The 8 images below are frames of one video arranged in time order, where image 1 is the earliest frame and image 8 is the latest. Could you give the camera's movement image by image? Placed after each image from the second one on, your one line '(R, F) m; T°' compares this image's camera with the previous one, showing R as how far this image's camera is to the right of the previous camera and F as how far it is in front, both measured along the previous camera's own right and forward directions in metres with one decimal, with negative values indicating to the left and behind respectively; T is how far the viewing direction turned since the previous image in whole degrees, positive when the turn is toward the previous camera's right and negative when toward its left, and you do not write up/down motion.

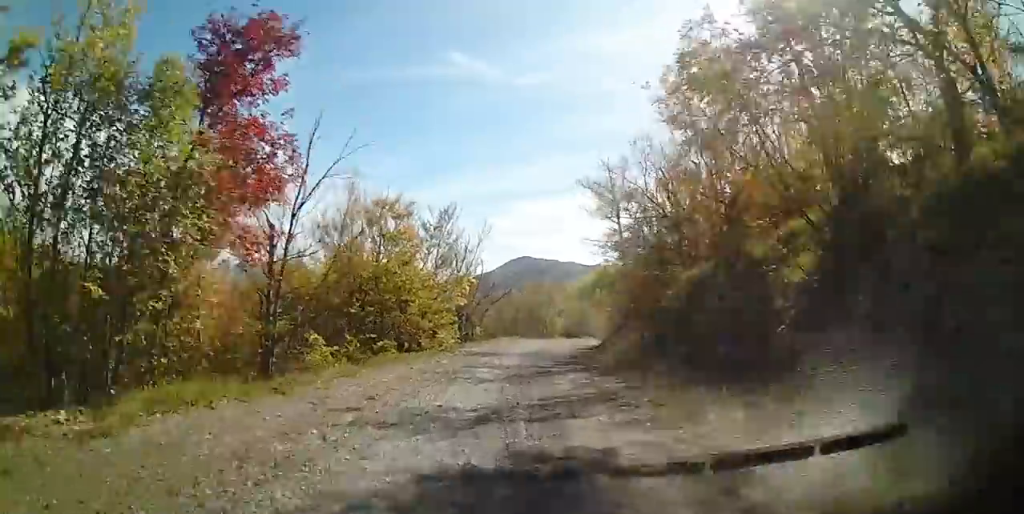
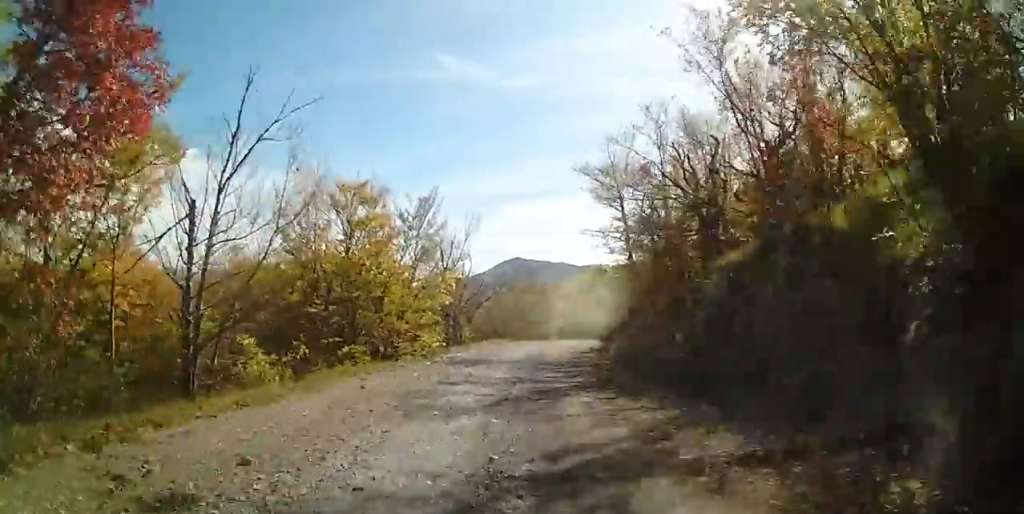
(-0.1, +3.9) m; +1°
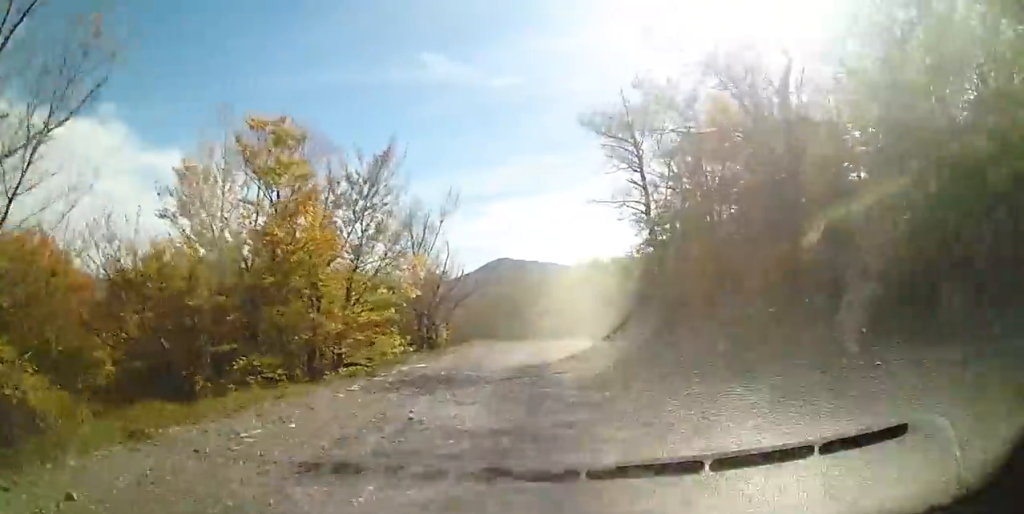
(+0.3, +6.7) m; +4°
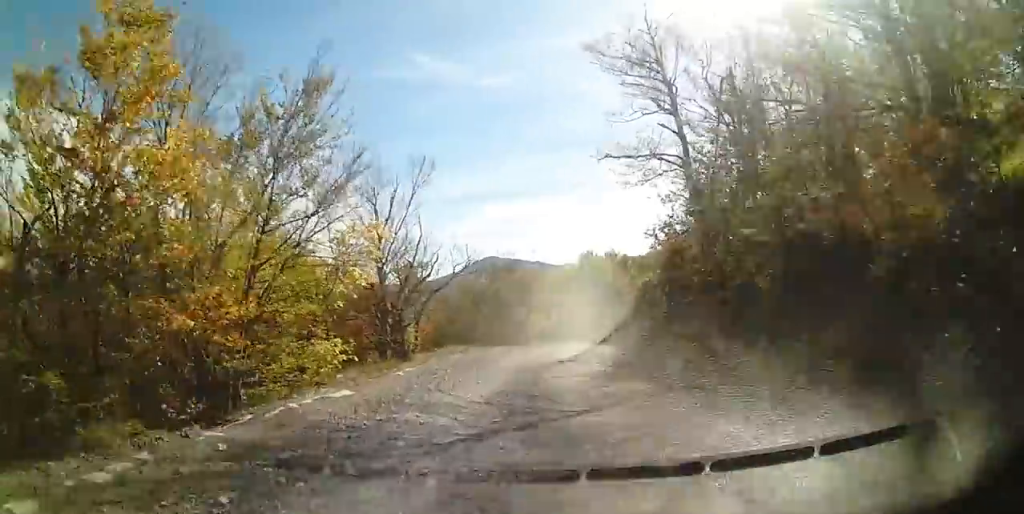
(+0.2, +6.0) m; +1°
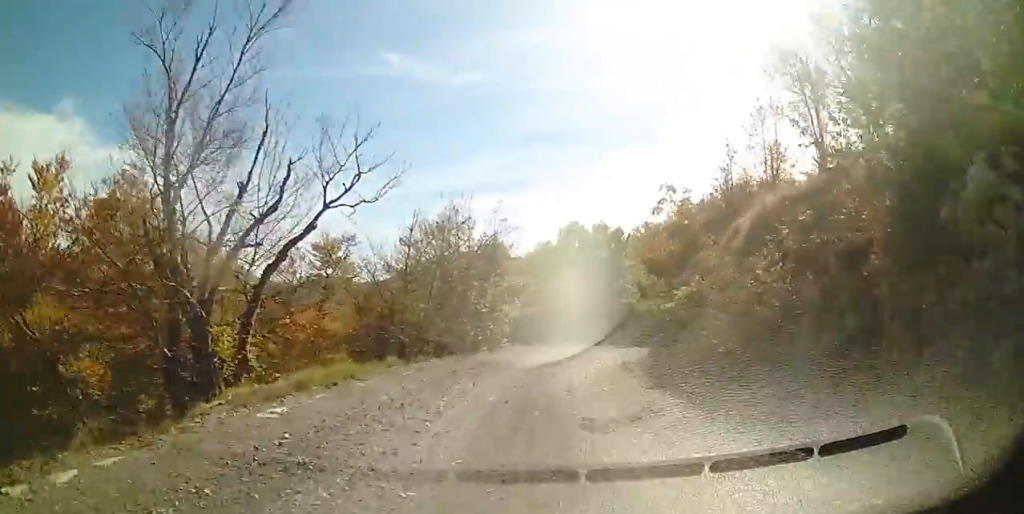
(-0.5, +14.4) m; -1°
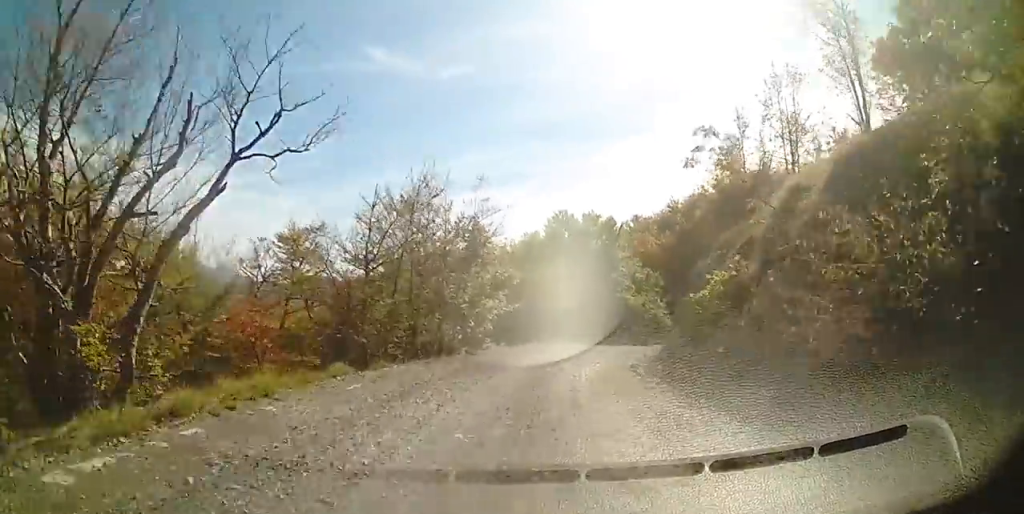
(+0.2, +3.4) m; +3°
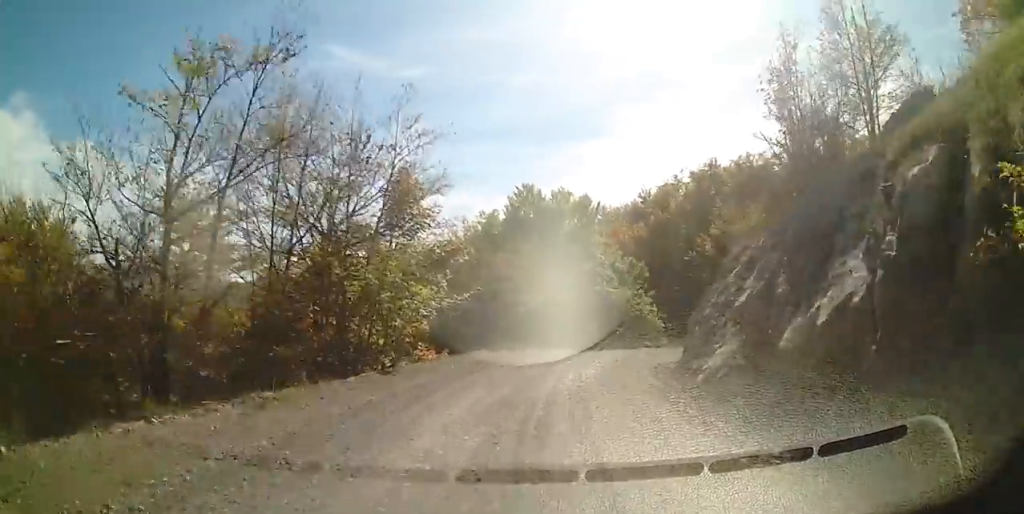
(+0.5, +8.3) m; +6°
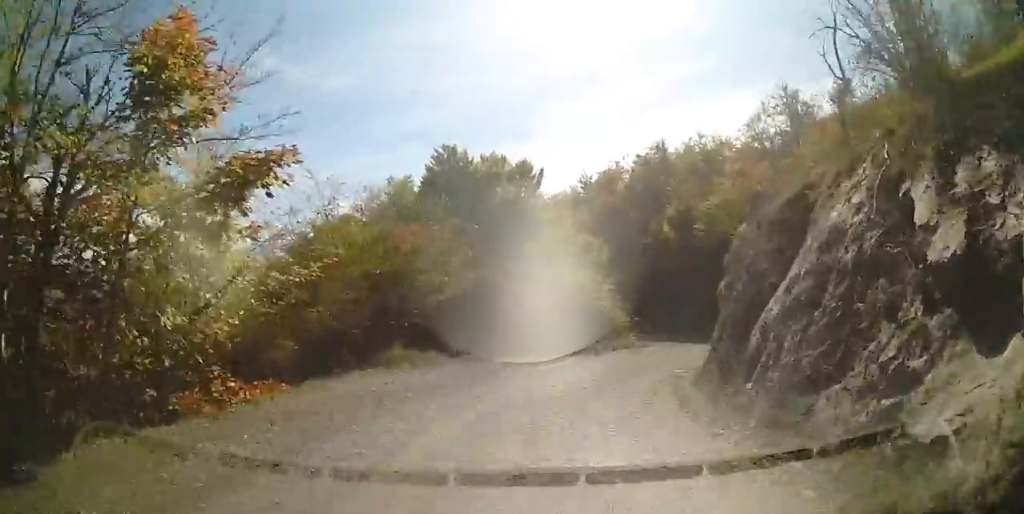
(+0.4, +8.7) m; +6°
